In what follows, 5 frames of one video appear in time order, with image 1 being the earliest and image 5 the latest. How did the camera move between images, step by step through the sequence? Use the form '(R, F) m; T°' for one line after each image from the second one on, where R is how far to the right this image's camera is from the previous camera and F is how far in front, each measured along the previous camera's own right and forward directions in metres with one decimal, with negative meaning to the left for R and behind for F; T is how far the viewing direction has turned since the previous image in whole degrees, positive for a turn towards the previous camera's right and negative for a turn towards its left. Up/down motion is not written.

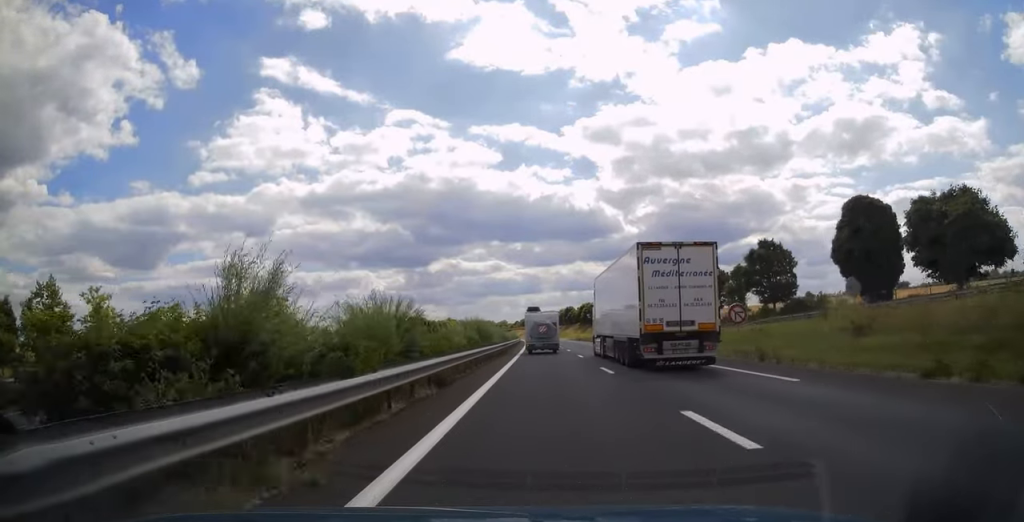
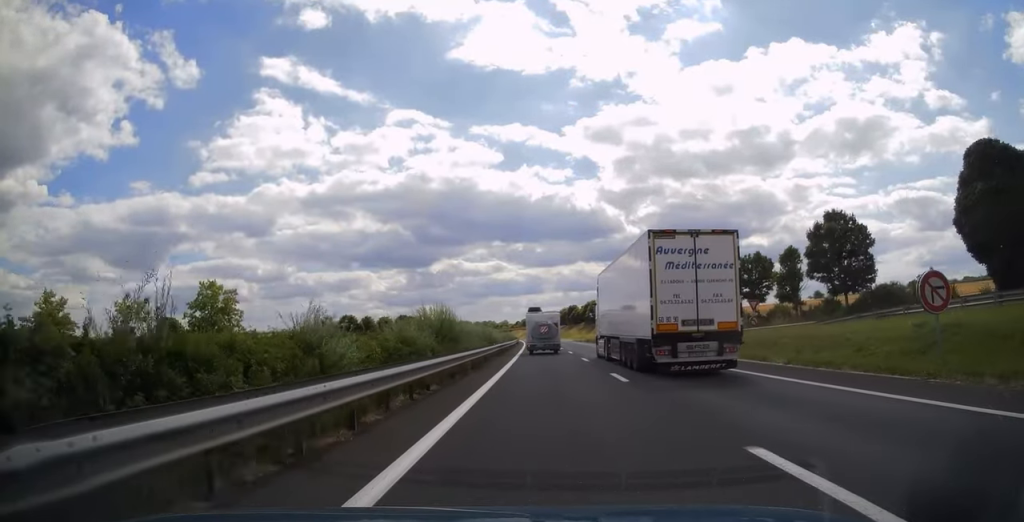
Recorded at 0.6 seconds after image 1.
(0.0, +16.2) m; 0°
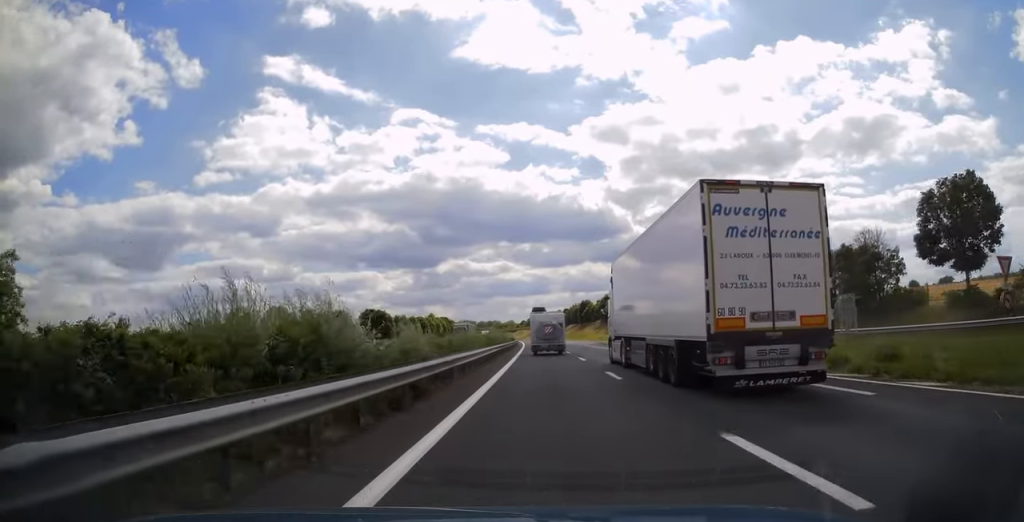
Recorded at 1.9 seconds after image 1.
(-0.3, +37.8) m; 0°
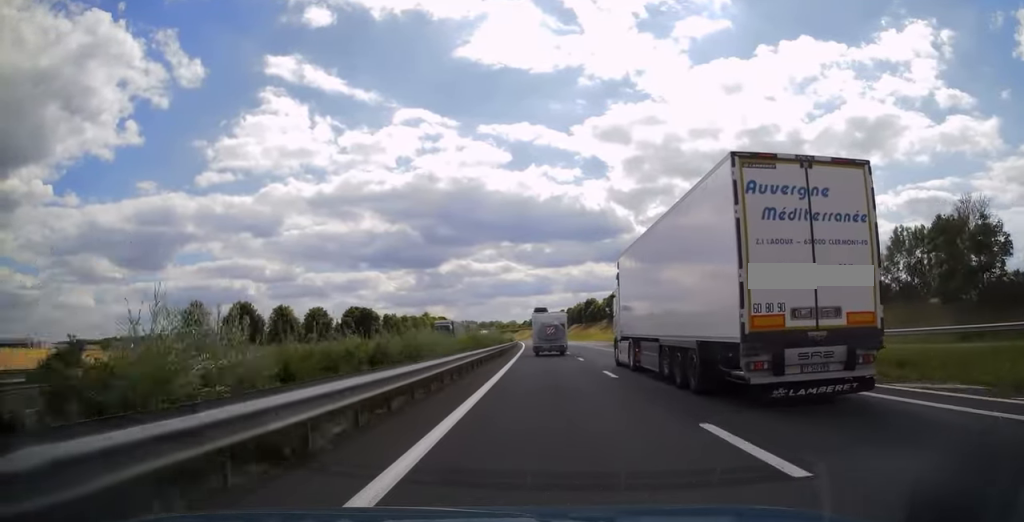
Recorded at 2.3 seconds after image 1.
(0.0, +12.0) m; 0°
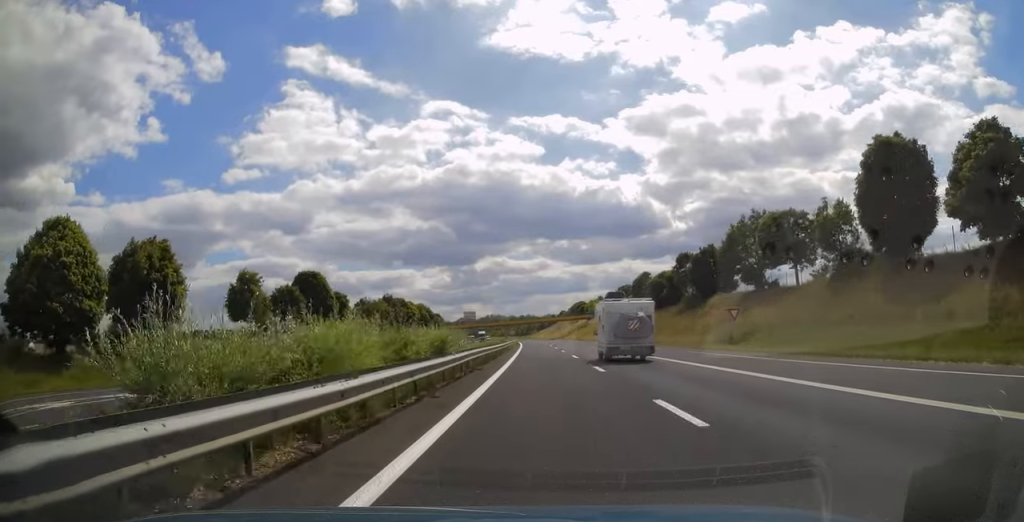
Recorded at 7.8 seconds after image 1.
(-5.5, +166.1) m; -4°
